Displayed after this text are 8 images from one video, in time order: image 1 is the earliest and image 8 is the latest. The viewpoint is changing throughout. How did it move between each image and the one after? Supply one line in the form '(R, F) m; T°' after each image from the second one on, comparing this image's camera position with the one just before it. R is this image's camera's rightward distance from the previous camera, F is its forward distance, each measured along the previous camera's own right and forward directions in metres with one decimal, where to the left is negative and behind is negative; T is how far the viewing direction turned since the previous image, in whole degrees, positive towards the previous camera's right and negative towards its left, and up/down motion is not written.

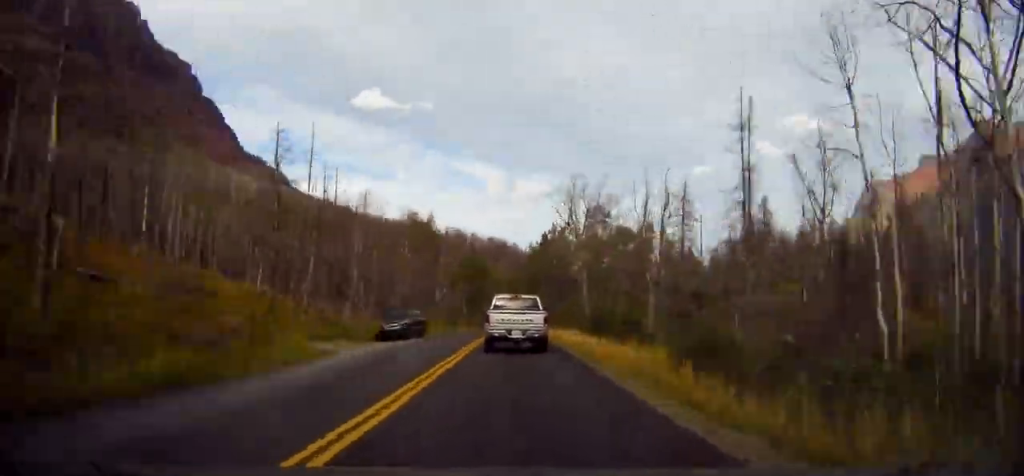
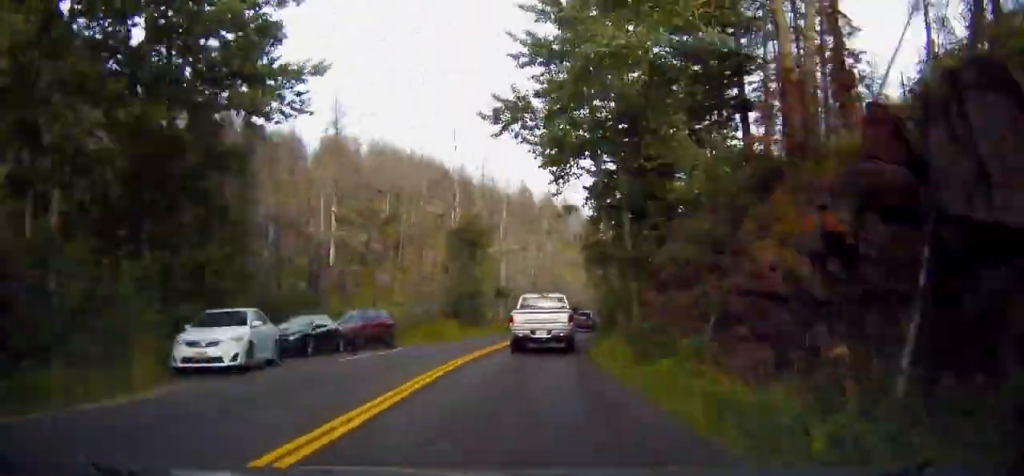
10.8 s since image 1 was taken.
(+9.3, +161.4) m; +14°
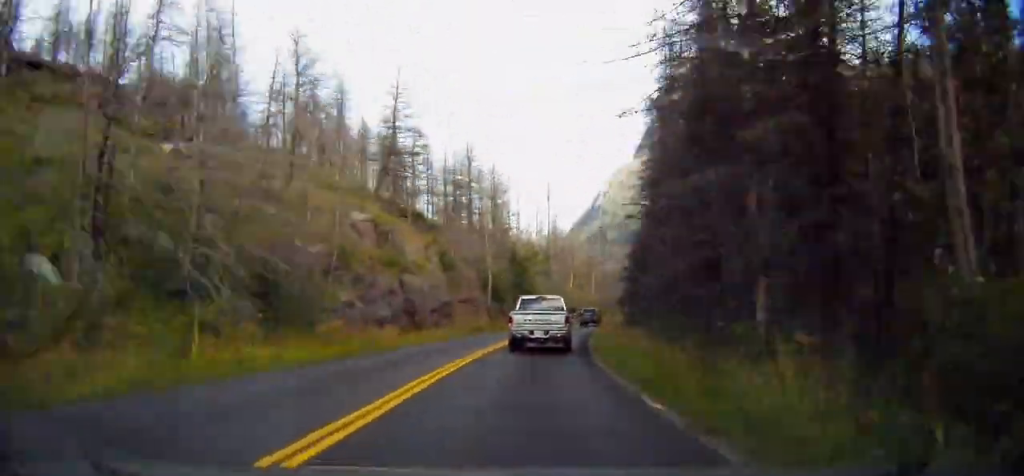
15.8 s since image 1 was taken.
(+8.6, +81.4) m; +12°
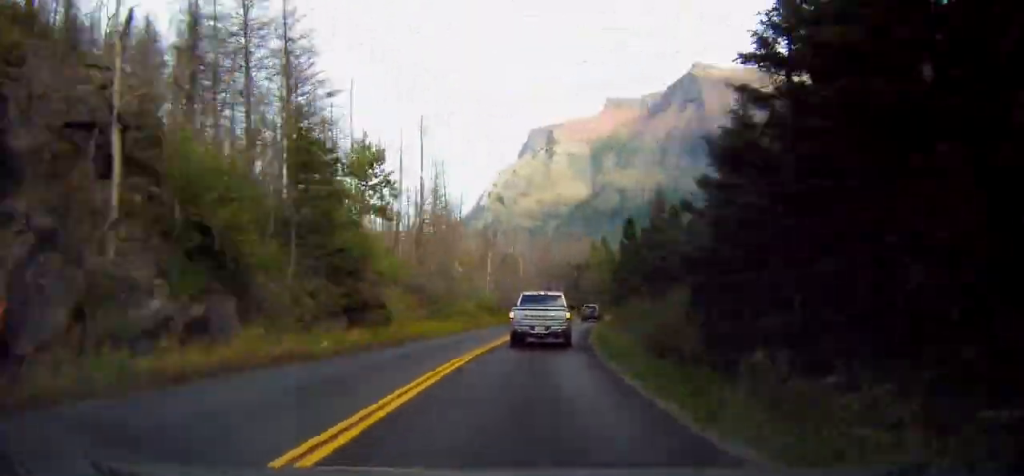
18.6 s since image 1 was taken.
(+0.8, +50.5) m; +7°
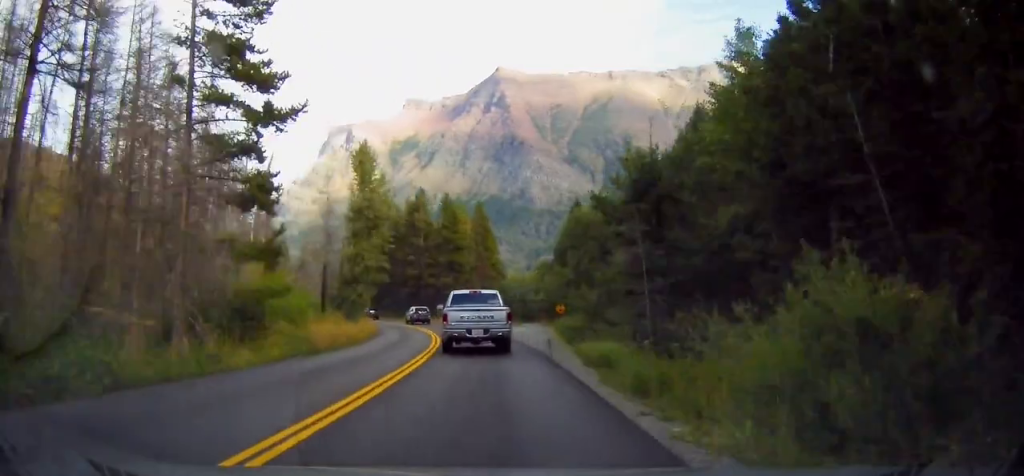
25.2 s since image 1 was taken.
(+16.6, +121.5) m; +1°
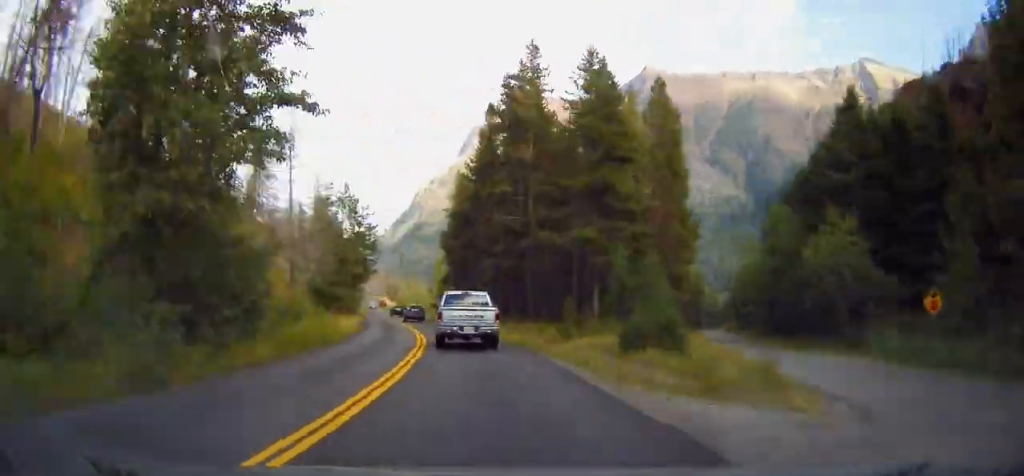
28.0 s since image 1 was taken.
(-7.3, +52.3) m; -4°
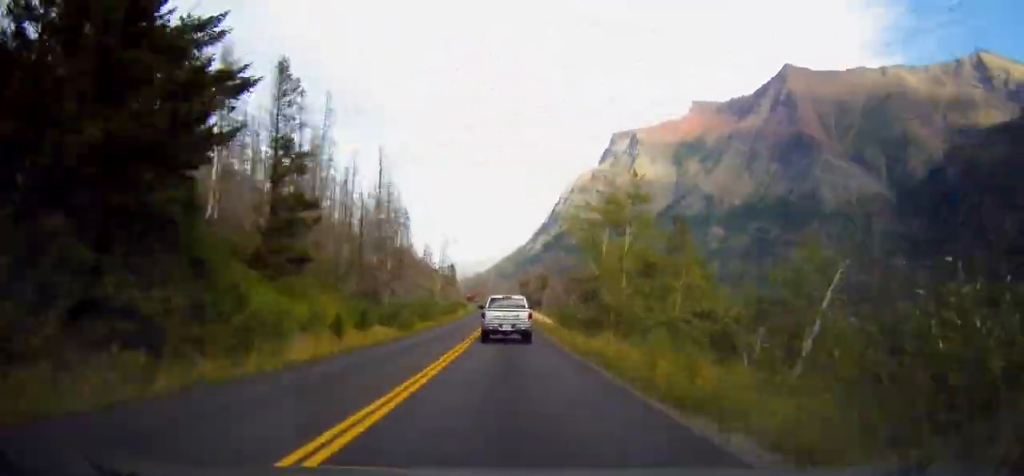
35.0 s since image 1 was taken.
(-12.0, +131.0) m; -9°
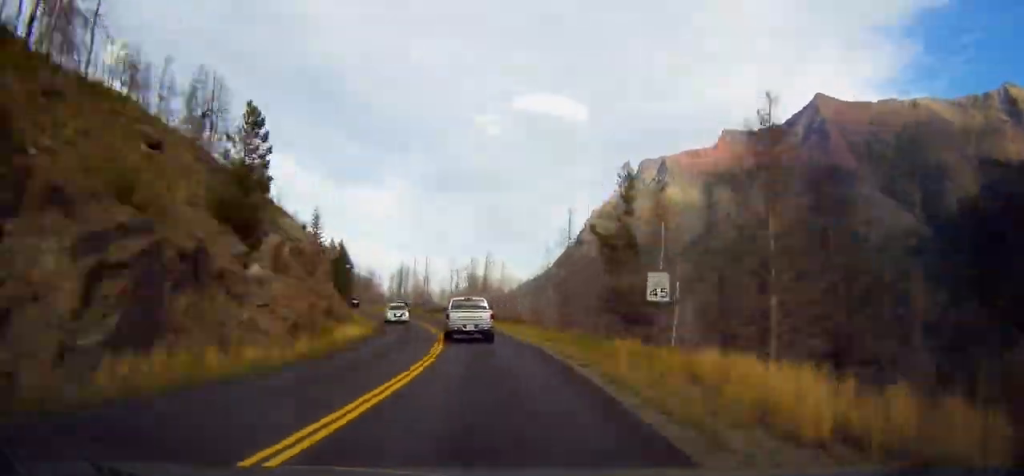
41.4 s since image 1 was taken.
(-7.0, +117.3) m; -10°
